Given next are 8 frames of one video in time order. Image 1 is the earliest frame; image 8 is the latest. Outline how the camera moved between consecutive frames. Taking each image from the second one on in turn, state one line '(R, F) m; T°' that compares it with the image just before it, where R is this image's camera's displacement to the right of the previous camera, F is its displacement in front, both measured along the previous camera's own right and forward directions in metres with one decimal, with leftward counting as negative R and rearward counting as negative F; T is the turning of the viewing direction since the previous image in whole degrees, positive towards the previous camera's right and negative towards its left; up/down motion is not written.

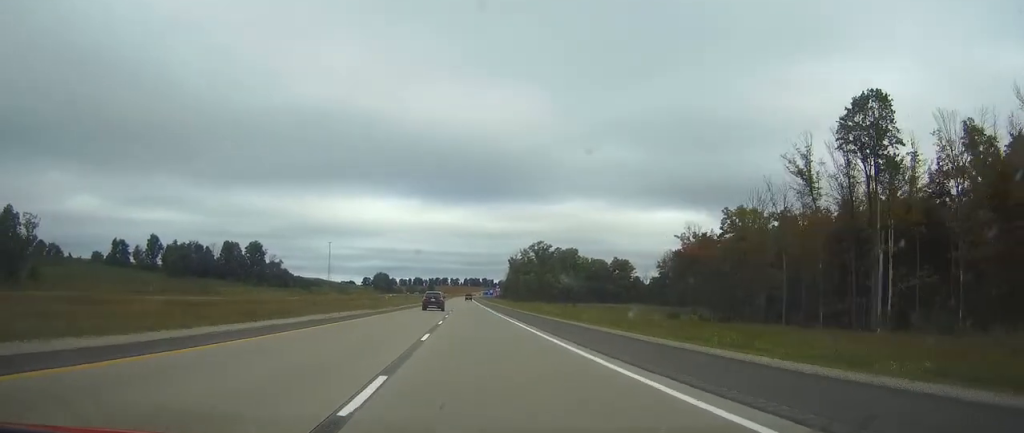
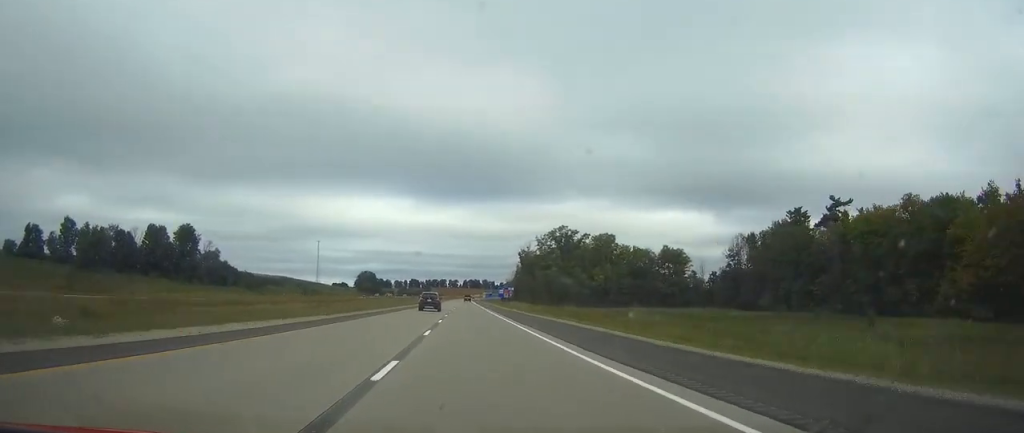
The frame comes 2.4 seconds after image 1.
(+0.1, +81.8) m; 0°
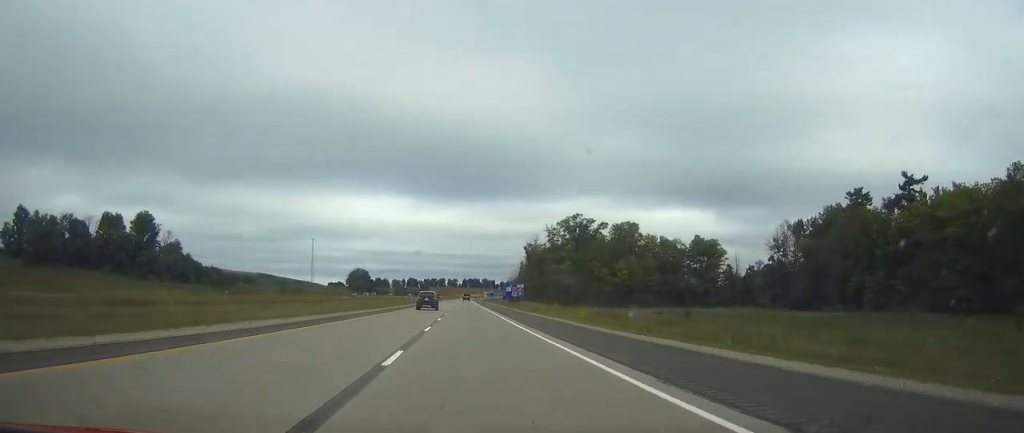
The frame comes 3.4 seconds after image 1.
(+0.1, +34.2) m; 0°
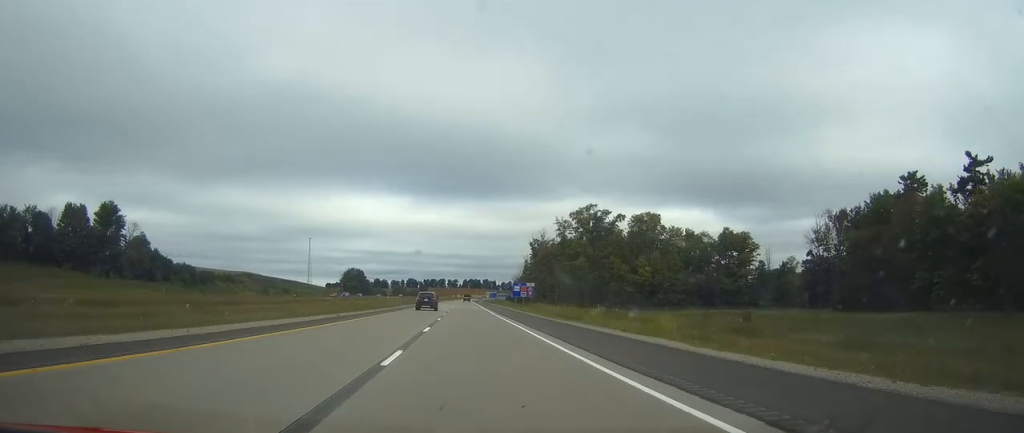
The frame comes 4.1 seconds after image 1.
(-0.1, +23.7) m; 0°
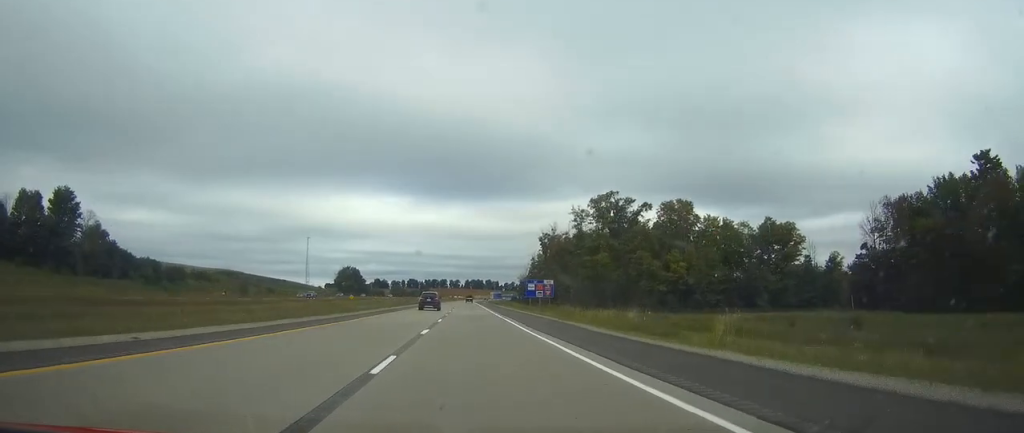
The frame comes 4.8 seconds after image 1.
(-0.1, +25.9) m; 0°
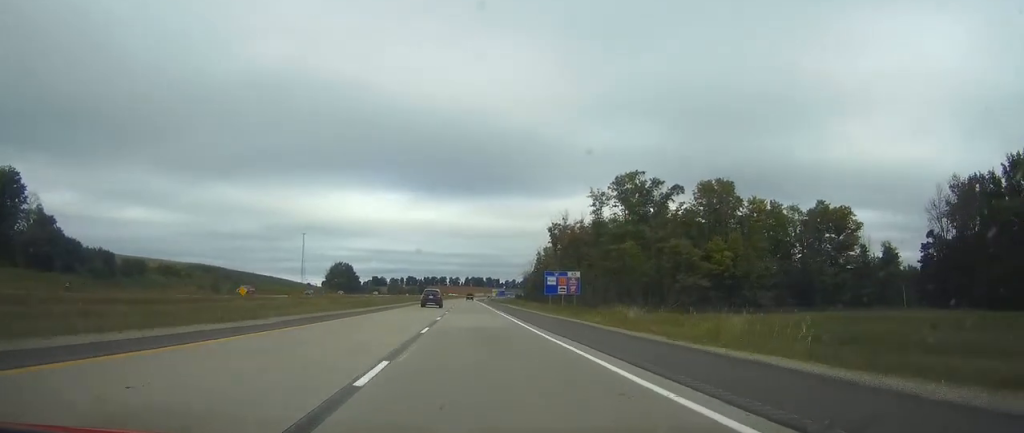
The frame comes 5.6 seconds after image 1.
(-0.1, +25.8) m; 0°
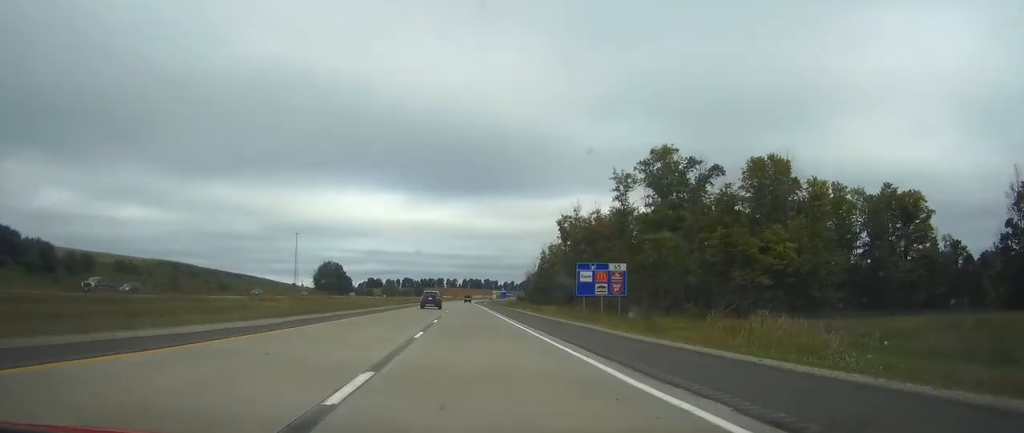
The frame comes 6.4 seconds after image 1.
(0.0, +25.6) m; 0°
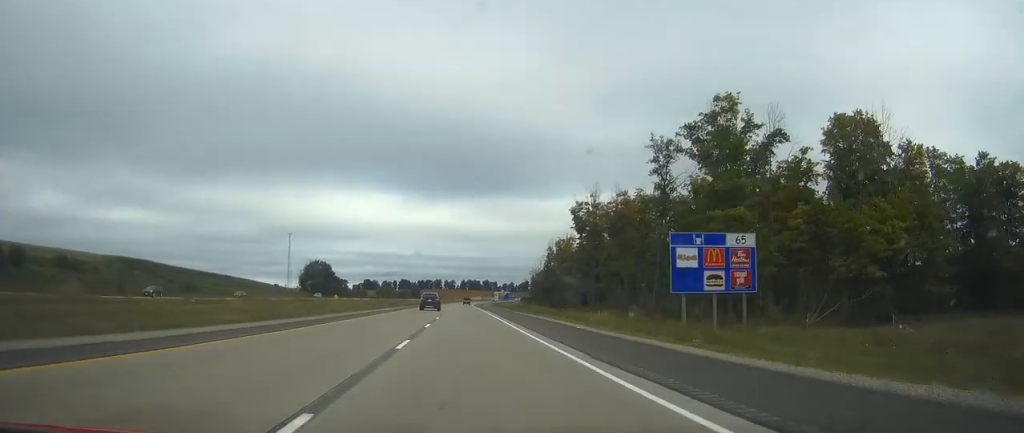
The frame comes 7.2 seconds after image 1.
(+0.1, +27.8) m; 0°
